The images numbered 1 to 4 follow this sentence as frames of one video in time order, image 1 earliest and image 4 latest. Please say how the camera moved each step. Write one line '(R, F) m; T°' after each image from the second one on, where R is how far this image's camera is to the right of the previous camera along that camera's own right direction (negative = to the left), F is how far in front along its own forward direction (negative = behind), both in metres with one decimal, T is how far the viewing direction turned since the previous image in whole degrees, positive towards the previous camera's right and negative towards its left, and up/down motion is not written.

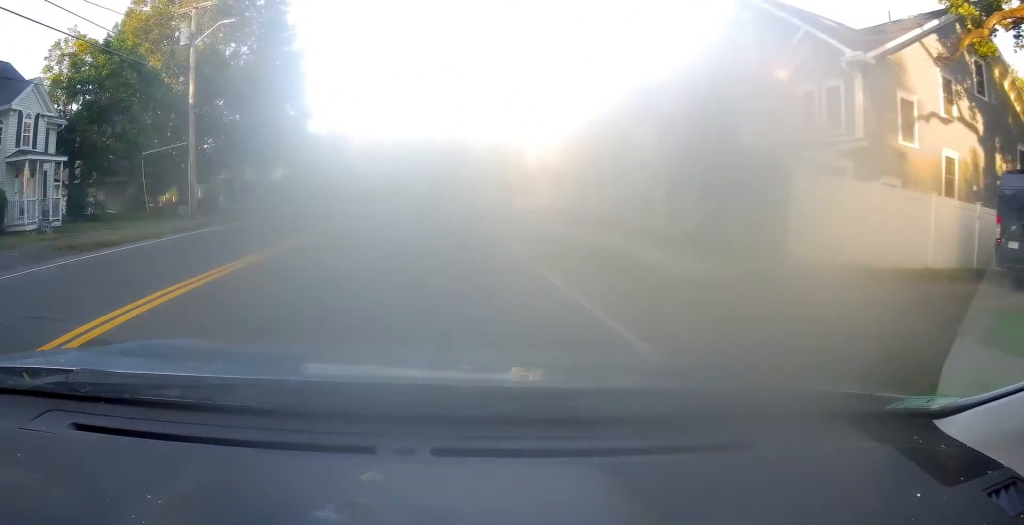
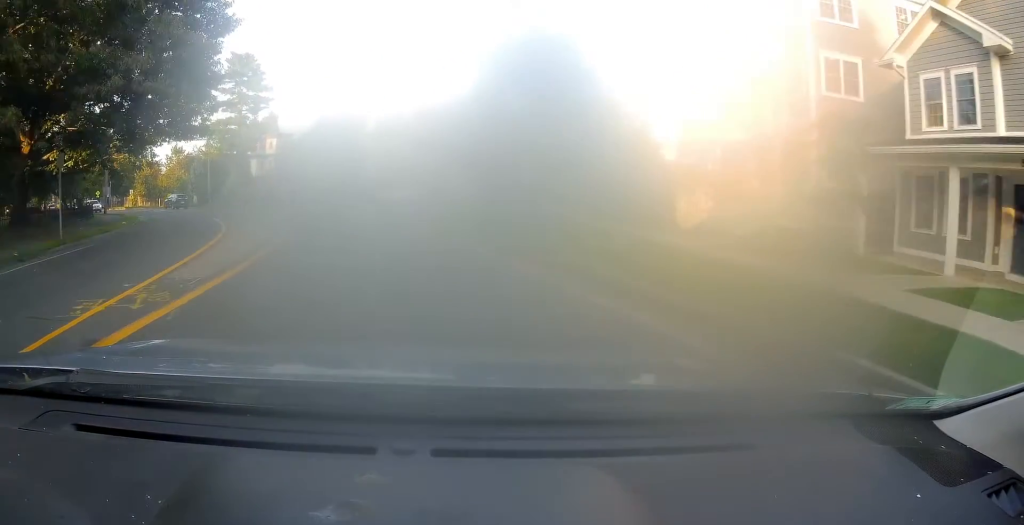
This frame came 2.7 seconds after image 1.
(-1.1, +28.4) m; -8°
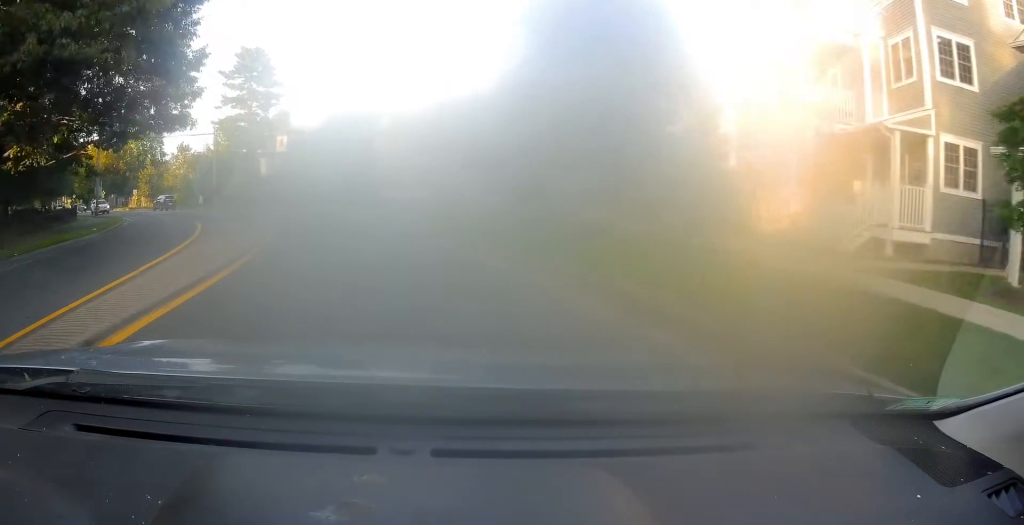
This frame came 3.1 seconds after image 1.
(0.0, +4.1) m; -2°
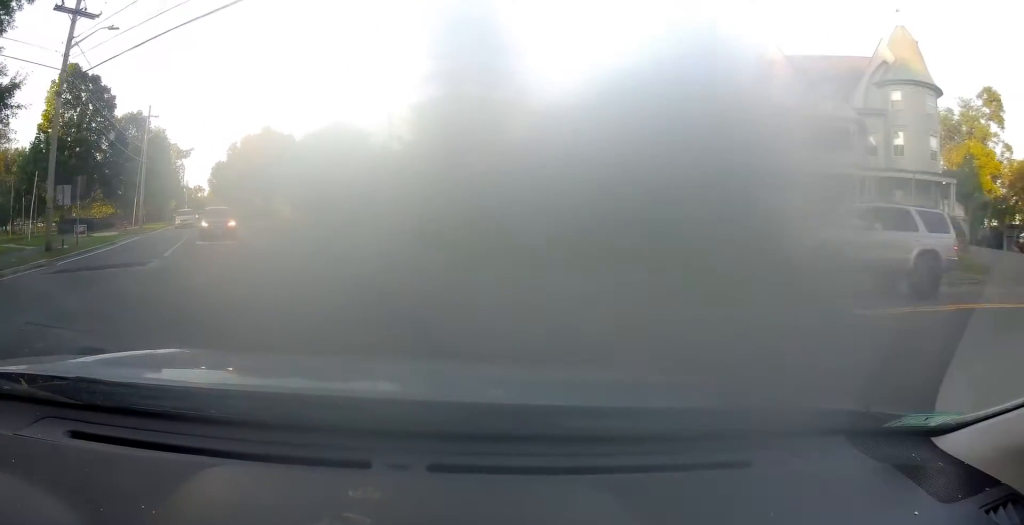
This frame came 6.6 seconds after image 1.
(-7.5, +31.4) m; -28°
